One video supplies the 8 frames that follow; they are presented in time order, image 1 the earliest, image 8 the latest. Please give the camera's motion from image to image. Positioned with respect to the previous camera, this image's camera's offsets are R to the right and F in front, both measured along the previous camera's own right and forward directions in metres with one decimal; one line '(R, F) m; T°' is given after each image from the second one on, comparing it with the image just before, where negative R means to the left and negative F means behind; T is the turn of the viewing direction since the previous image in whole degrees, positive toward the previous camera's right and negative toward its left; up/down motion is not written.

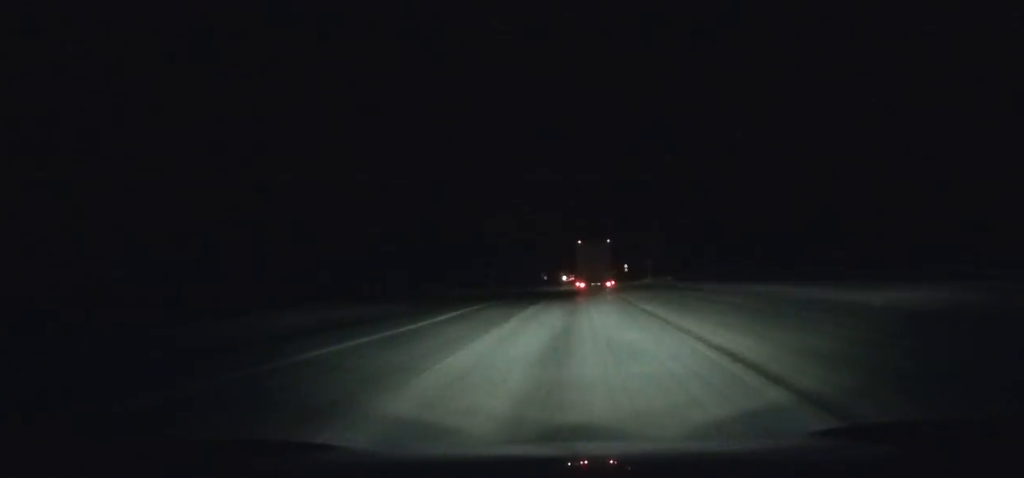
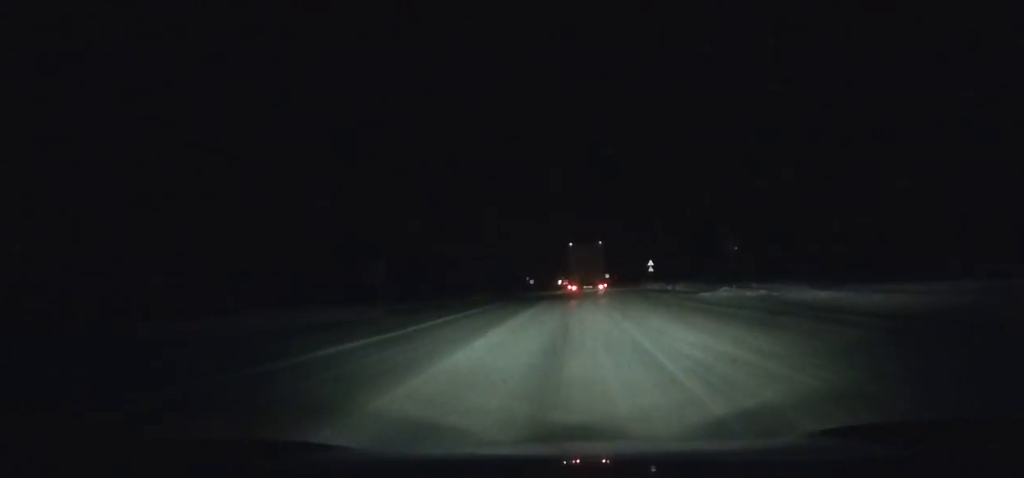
(0.0, +51.6) m; 0°
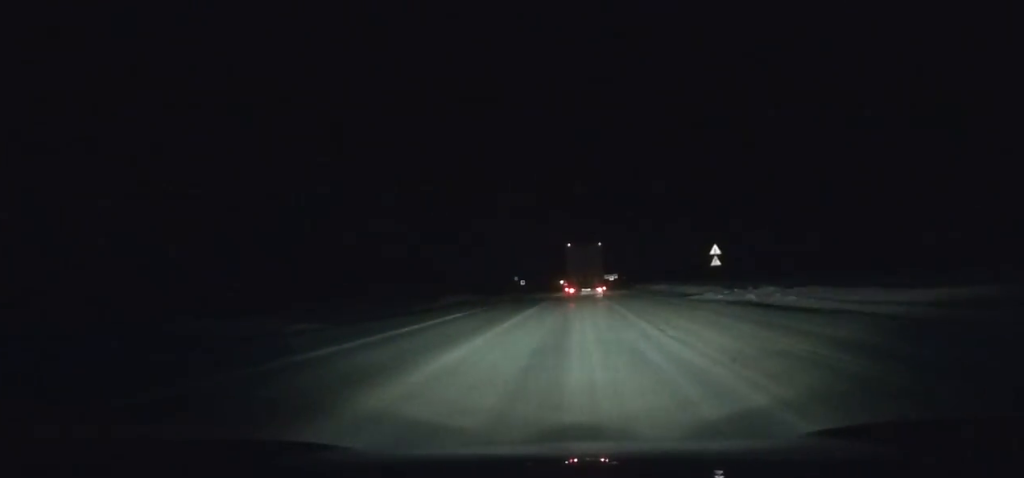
(-0.1, +37.5) m; +1°
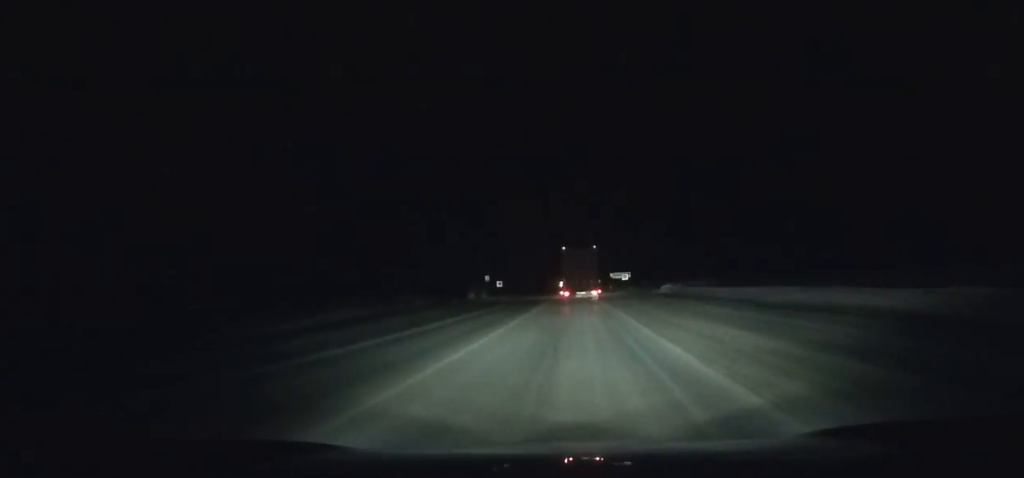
(+0.8, +45.8) m; +1°
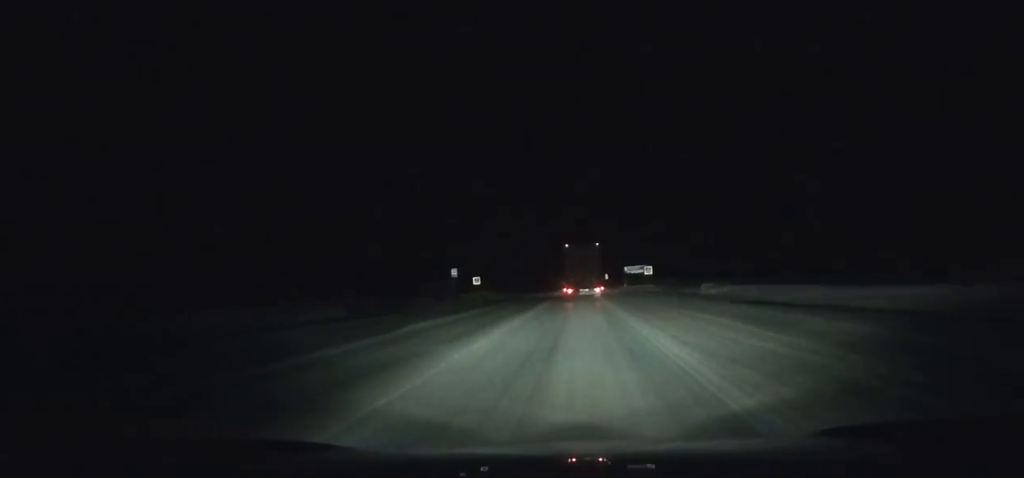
(+0.1, +28.4) m; 0°
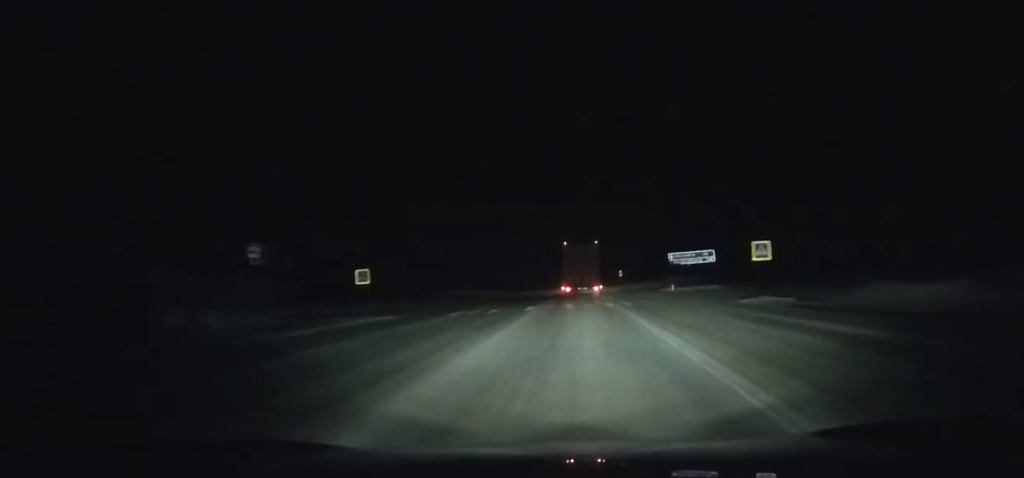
(-0.1, +42.2) m; -1°
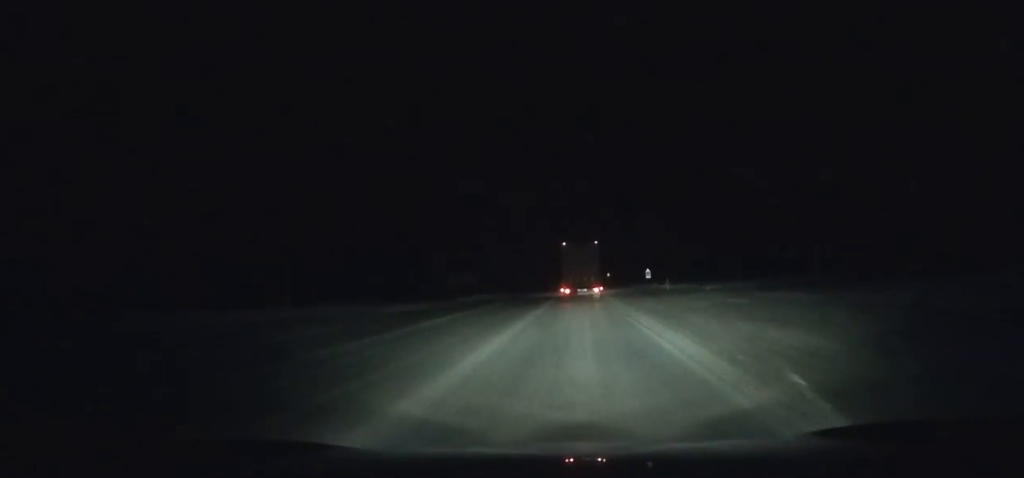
(-0.5, +48.4) m; -1°
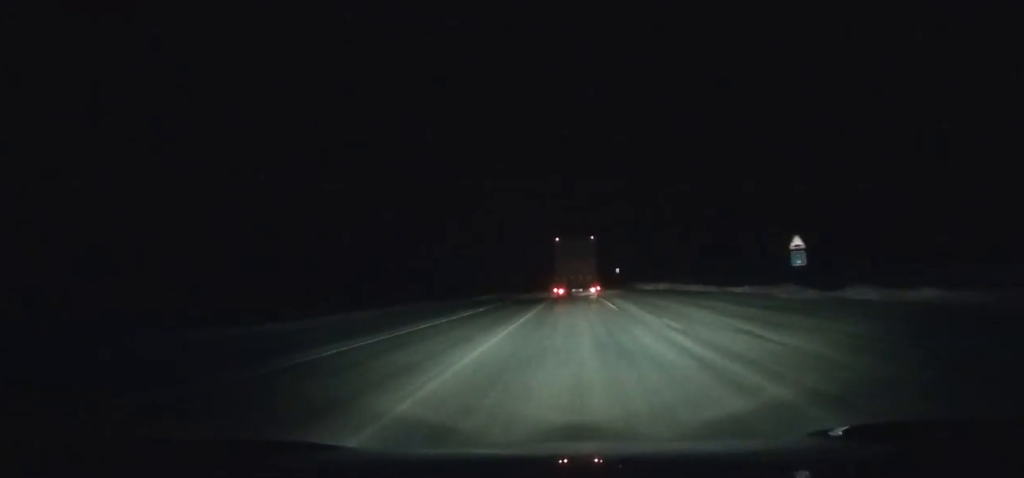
(0.0, +63.8) m; -1°
